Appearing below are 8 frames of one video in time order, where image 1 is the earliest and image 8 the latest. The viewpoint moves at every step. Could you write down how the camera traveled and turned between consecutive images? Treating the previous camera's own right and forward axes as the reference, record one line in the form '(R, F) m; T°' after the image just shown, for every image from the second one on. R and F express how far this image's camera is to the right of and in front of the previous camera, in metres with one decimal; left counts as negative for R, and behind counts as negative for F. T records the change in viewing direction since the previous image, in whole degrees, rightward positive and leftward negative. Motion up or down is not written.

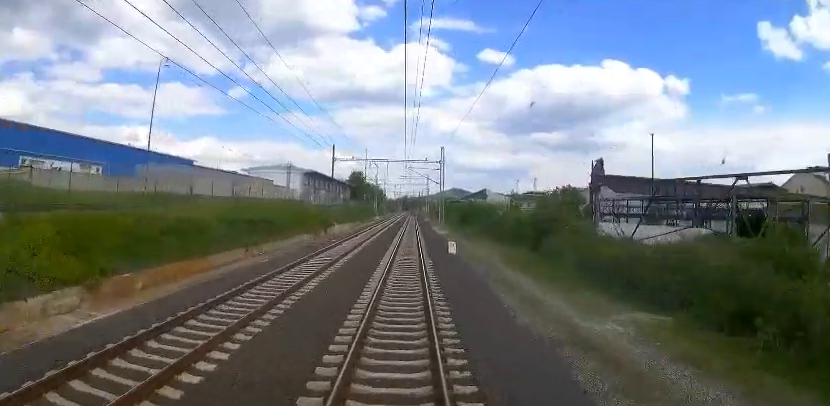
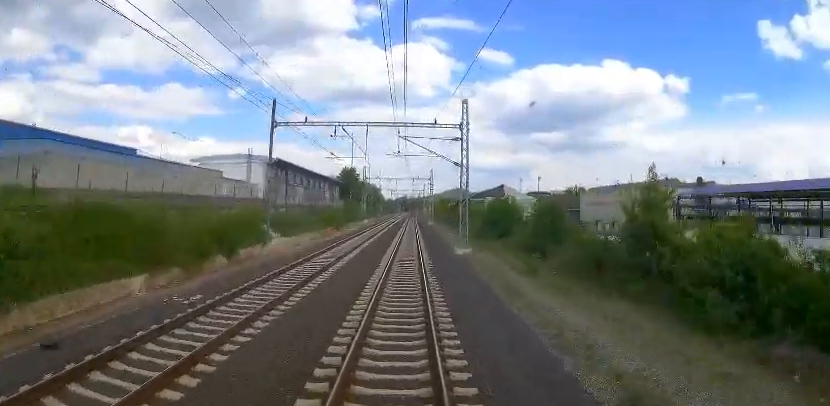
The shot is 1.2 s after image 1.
(+0.1, +23.9) m; +1°
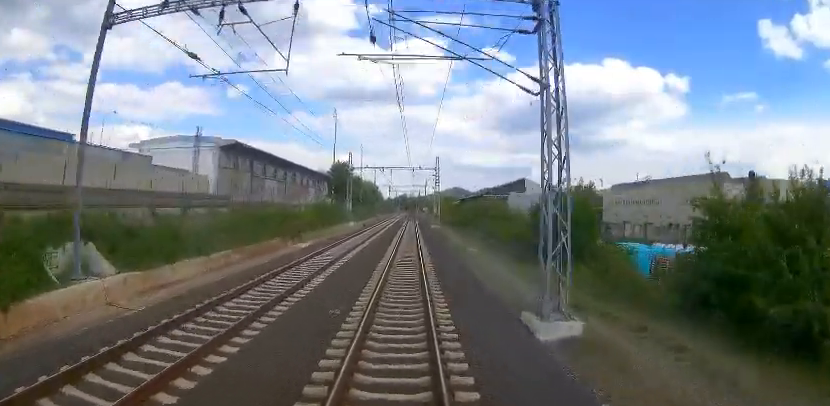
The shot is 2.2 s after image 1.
(+0.2, +19.1) m; +1°
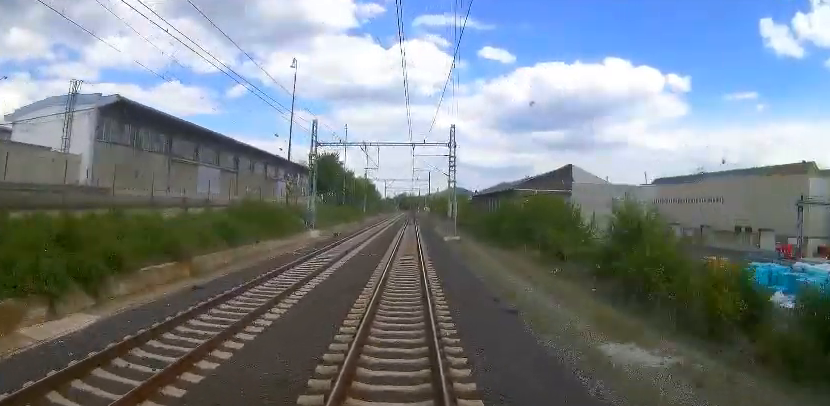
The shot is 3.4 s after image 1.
(-0.2, +24.2) m; 0°
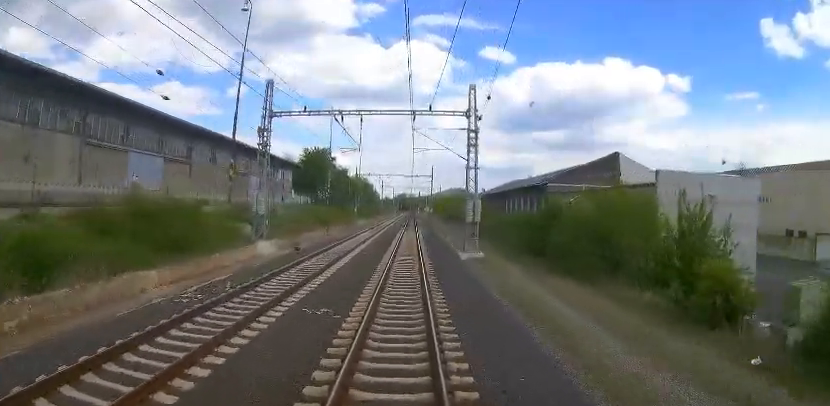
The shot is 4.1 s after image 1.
(-0.2, +13.7) m; +1°
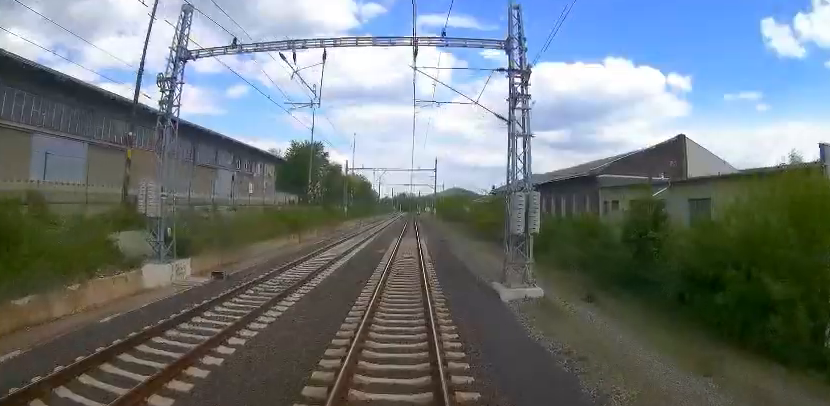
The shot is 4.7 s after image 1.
(+0.3, +11.6) m; 0°
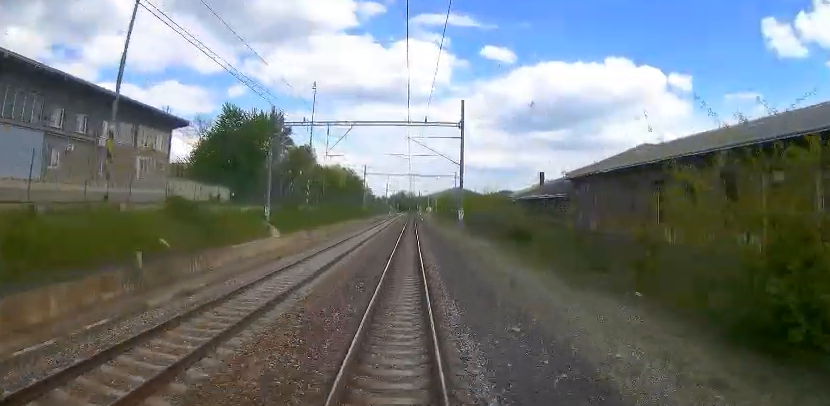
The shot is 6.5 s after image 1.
(-0.6, +35.5) m; -1°
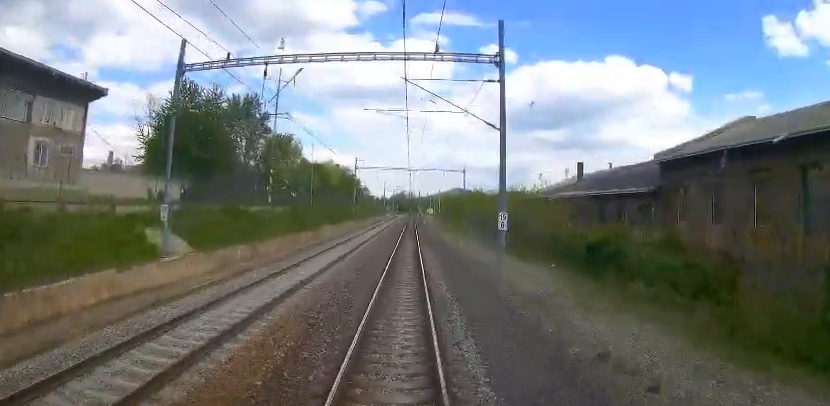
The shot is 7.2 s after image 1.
(0.0, +13.5) m; +1°
